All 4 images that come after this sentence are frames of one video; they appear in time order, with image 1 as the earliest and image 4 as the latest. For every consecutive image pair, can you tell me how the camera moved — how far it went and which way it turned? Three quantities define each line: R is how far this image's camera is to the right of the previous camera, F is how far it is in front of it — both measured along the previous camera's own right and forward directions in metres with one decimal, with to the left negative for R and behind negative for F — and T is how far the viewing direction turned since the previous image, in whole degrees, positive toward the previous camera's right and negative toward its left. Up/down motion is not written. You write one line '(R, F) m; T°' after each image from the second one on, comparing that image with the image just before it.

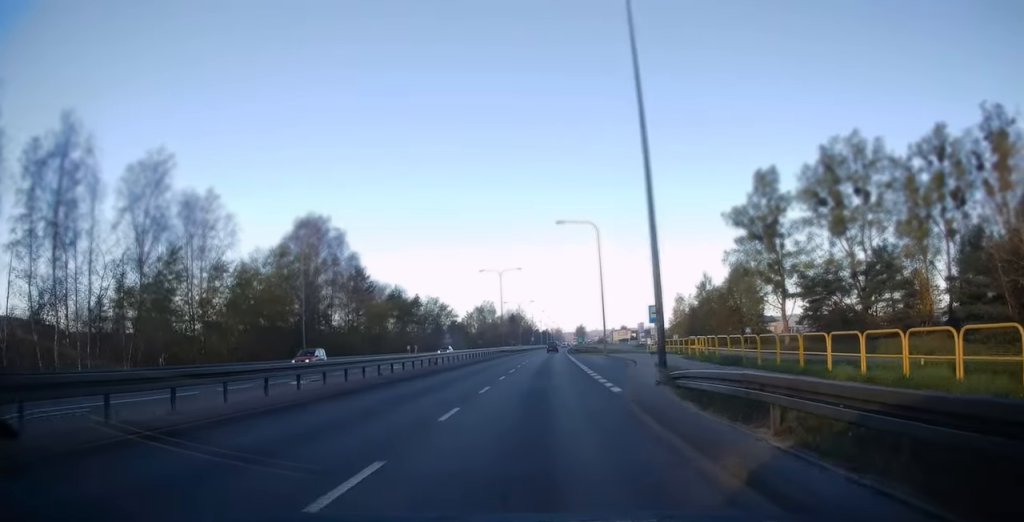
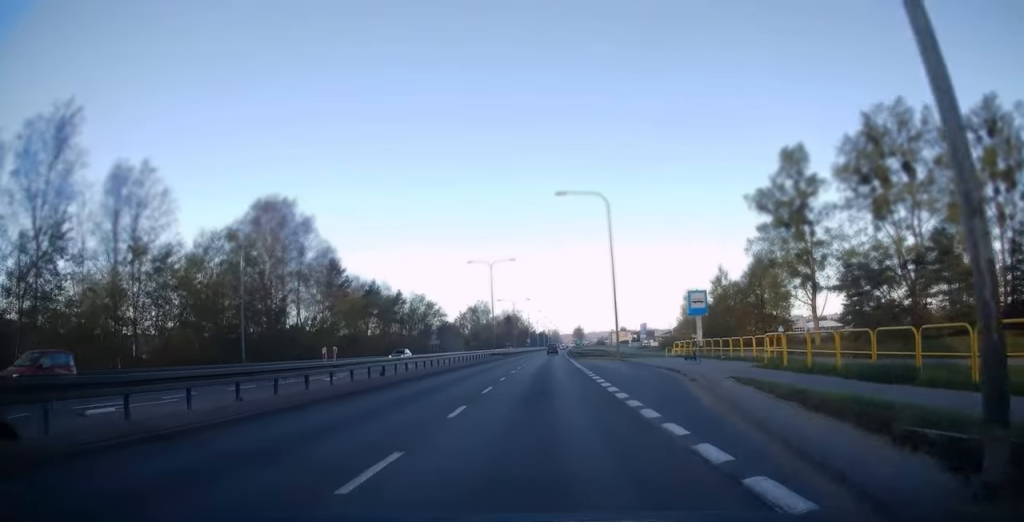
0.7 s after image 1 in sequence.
(-0.2, +11.5) m; 0°
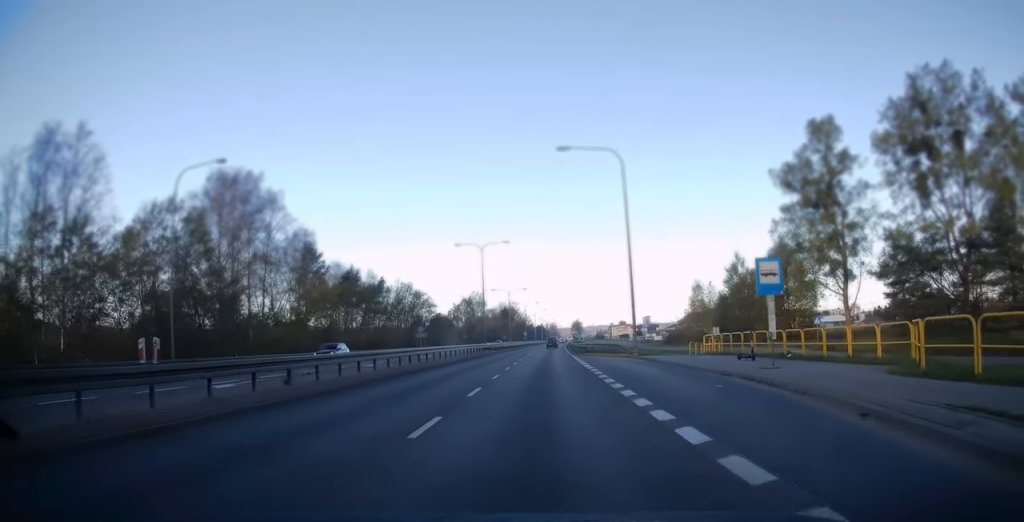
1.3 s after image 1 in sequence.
(+0.2, +9.3) m; 0°
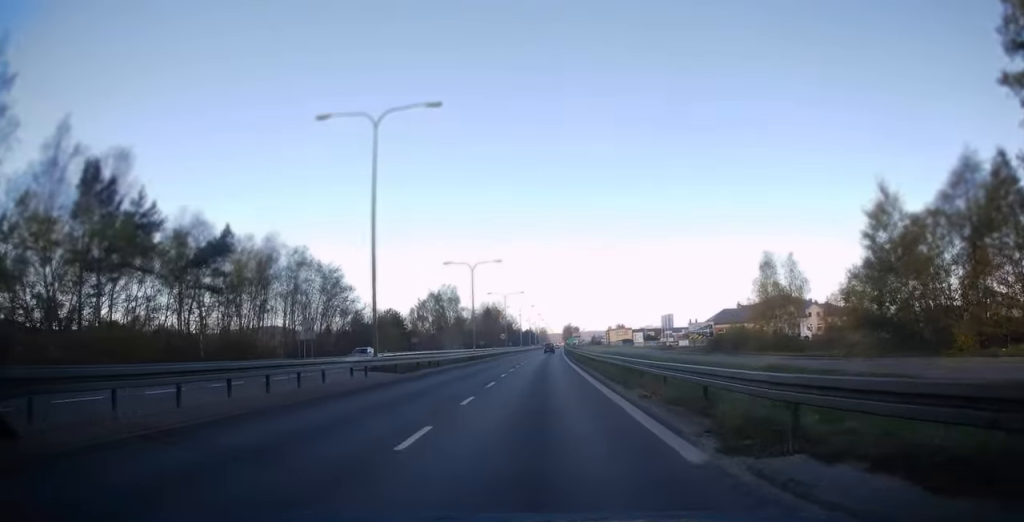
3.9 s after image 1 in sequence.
(+0.4, +43.2) m; +2°
